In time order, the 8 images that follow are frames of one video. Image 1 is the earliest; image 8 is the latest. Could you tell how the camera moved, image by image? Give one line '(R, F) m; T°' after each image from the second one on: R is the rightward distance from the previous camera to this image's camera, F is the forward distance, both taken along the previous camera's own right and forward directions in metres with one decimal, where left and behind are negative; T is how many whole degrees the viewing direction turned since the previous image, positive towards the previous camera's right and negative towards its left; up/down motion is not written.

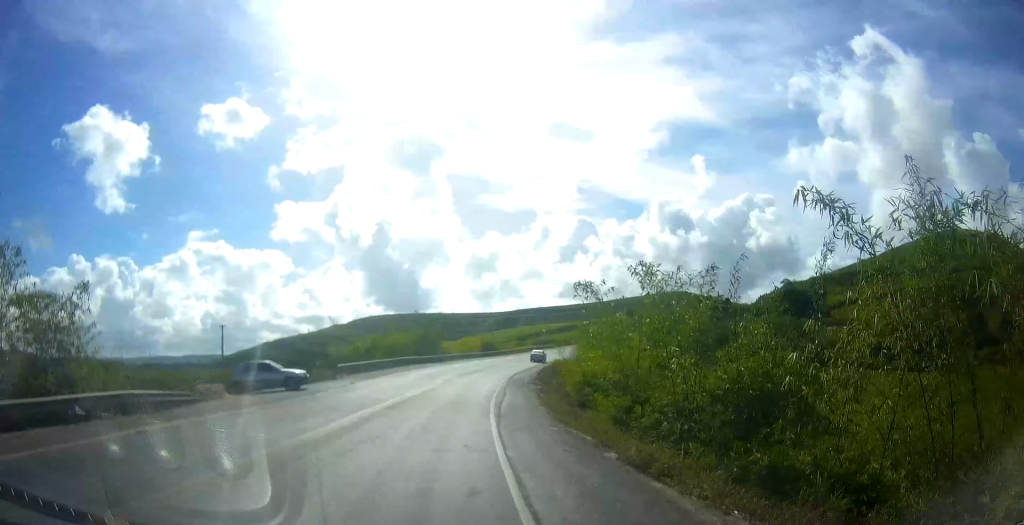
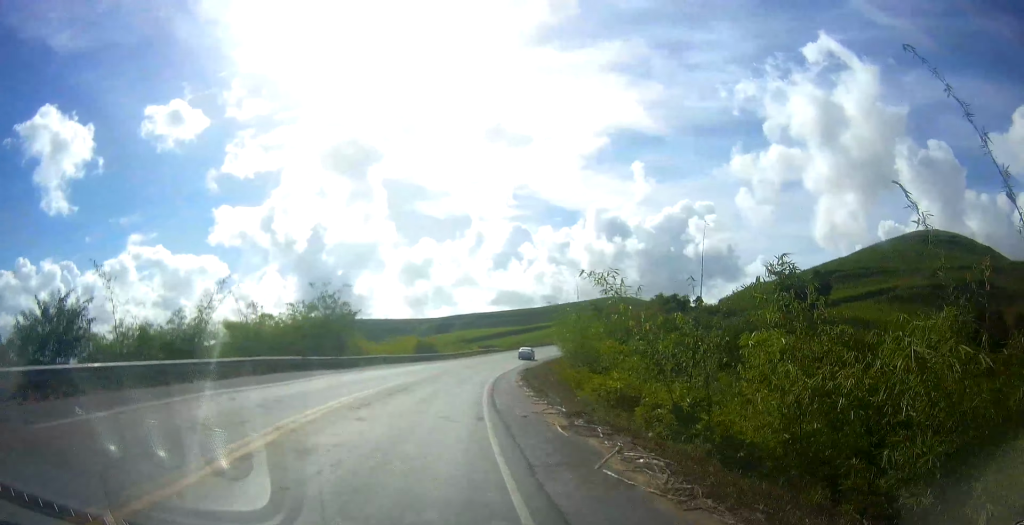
(+1.6, +25.6) m; +6°
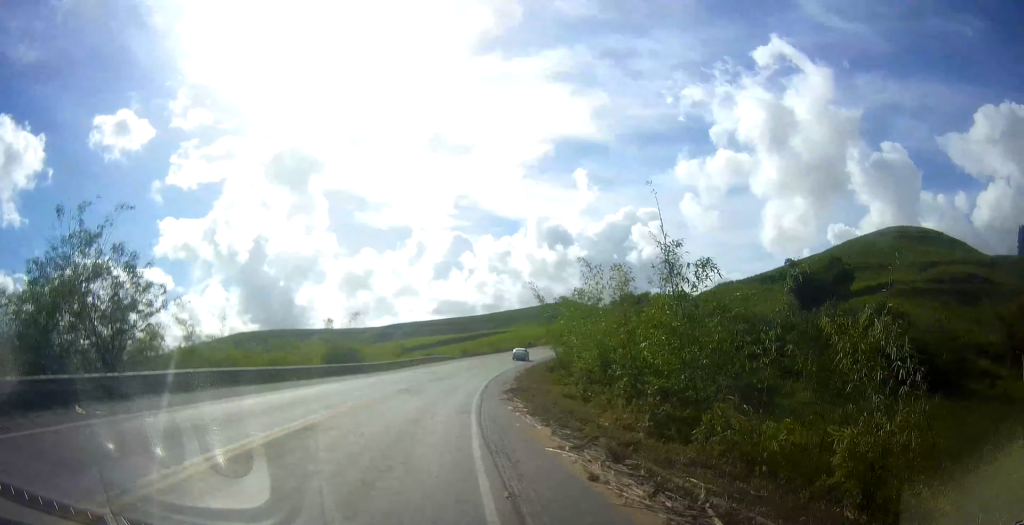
(+0.9, +24.4) m; +5°
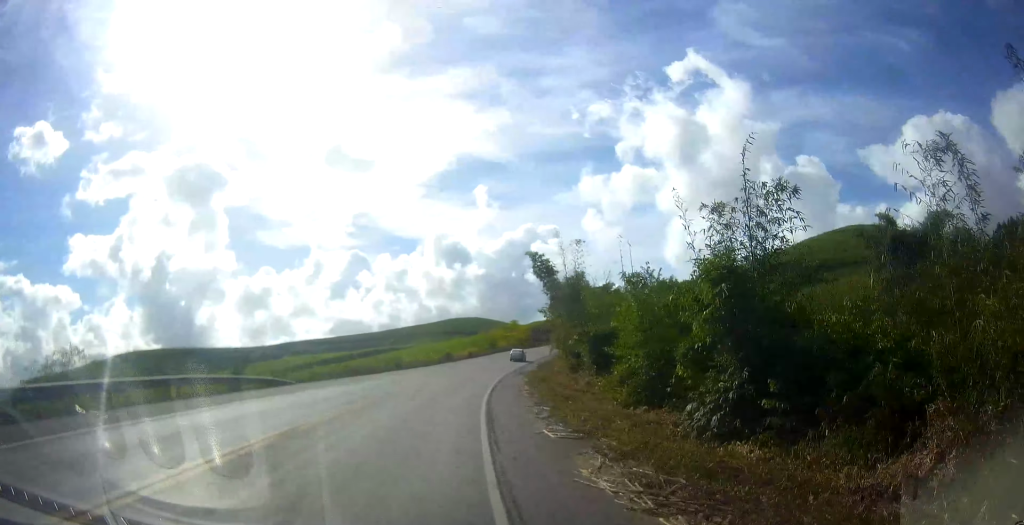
(+5.3, +47.5) m; +12°
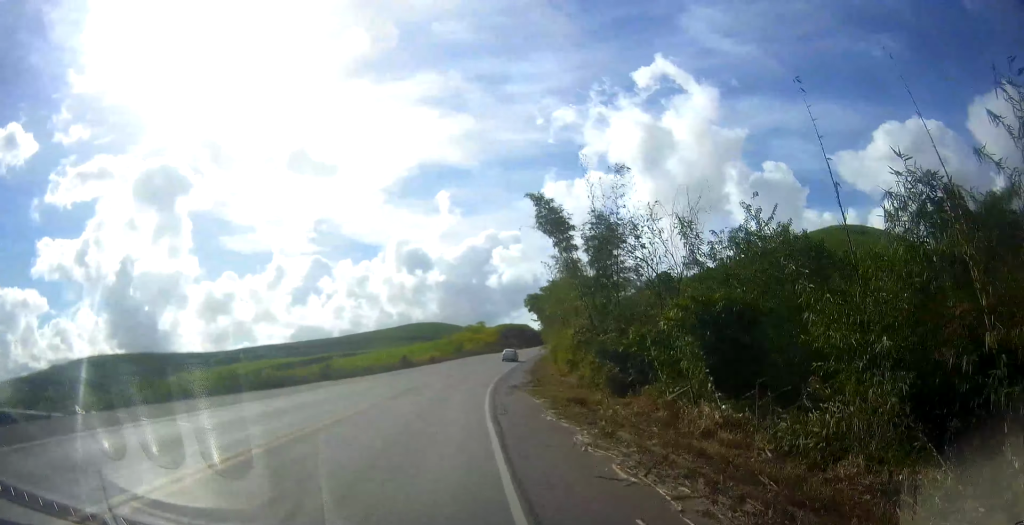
(+0.5, +17.4) m; +4°
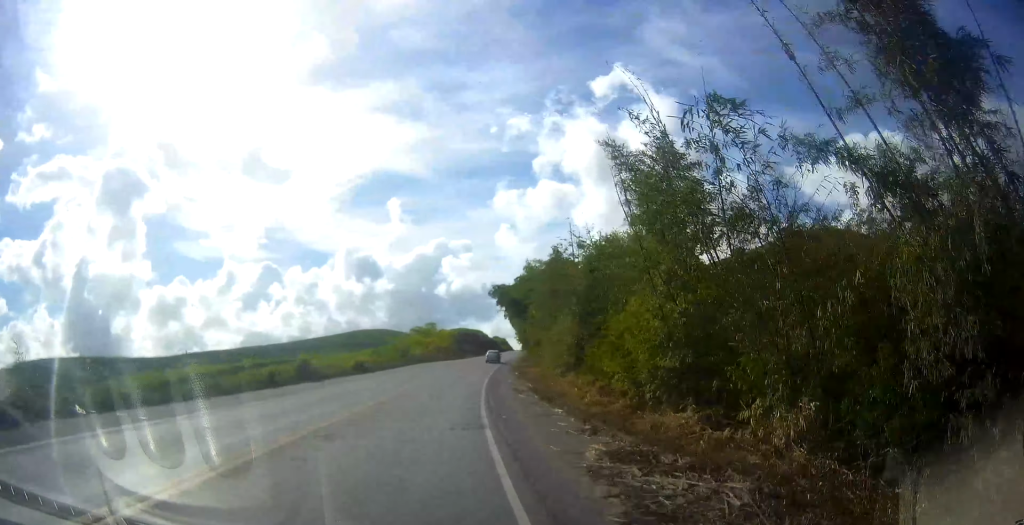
(+1.1, +24.3) m; +5°
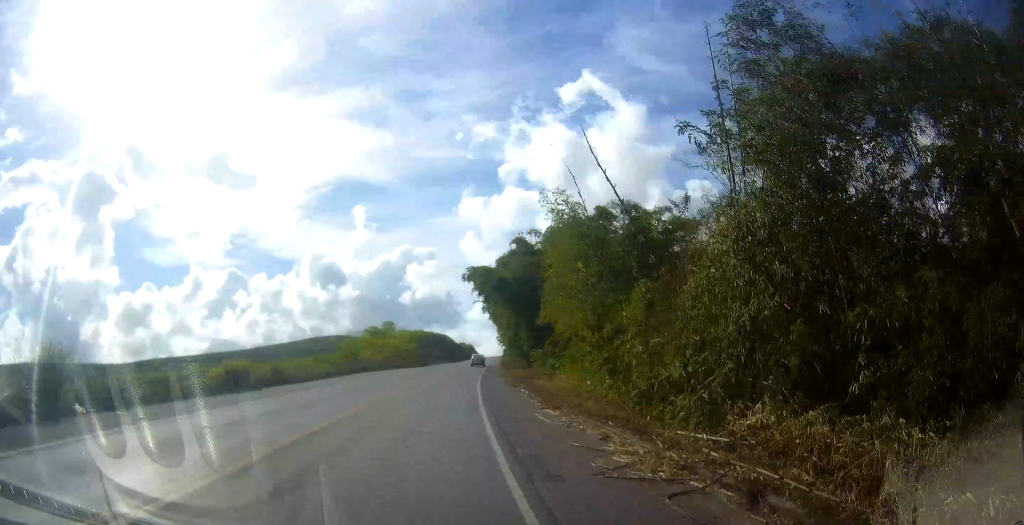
(+0.7, +21.1) m; +4°
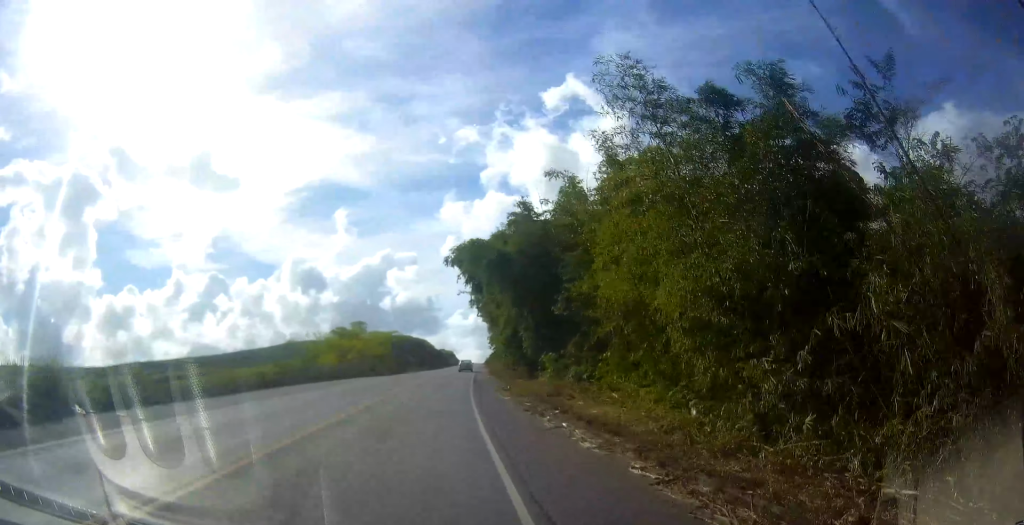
(+0.3, +13.1) m; +3°
